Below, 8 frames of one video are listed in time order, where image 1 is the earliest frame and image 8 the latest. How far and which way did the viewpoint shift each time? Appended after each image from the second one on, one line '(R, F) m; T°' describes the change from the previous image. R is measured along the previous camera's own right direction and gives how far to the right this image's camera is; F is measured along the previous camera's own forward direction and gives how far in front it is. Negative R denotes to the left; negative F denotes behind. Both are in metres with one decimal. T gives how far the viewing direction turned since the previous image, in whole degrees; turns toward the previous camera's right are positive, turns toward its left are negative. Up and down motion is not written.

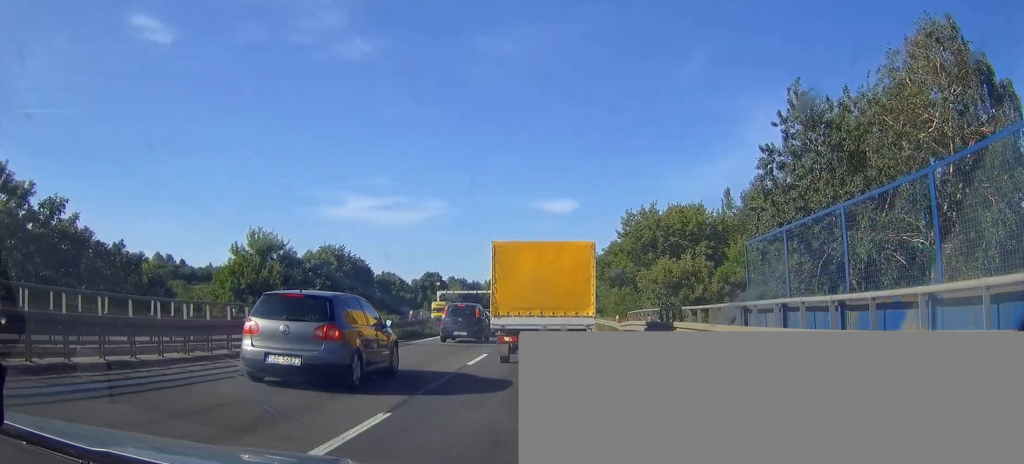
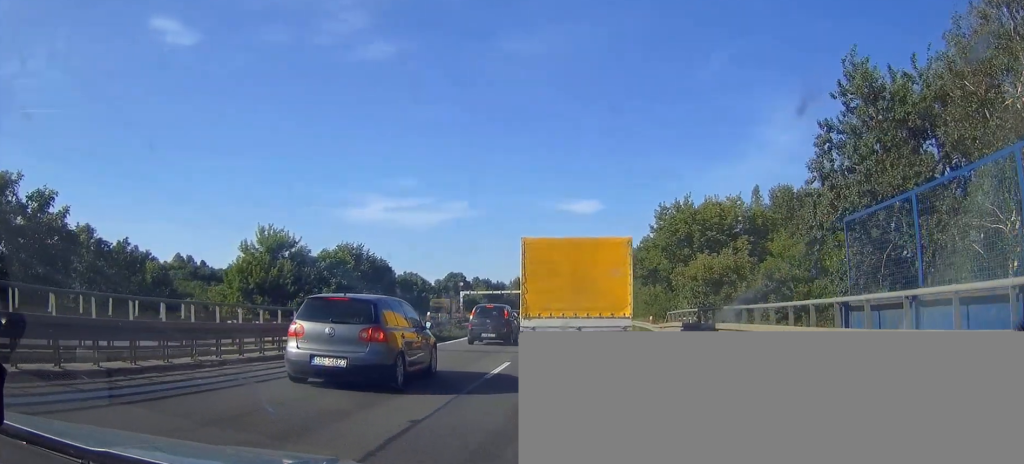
(0.0, +3.0) m; -1°
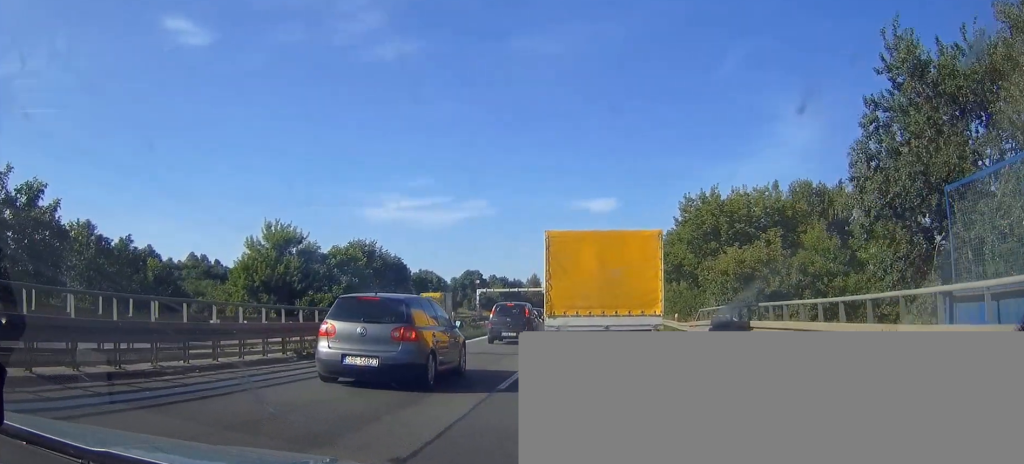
(0.0, +1.9) m; -1°
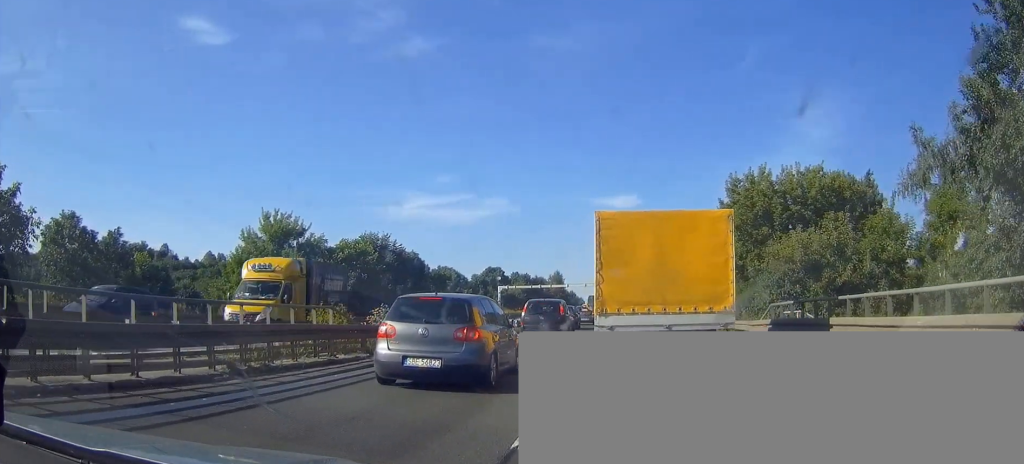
(-0.1, +4.4) m; -1°
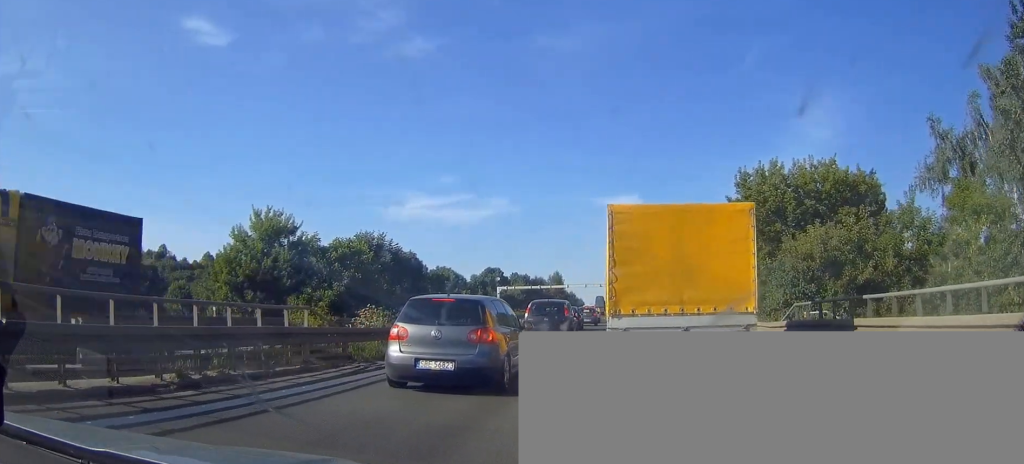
(0.0, +1.6) m; 0°
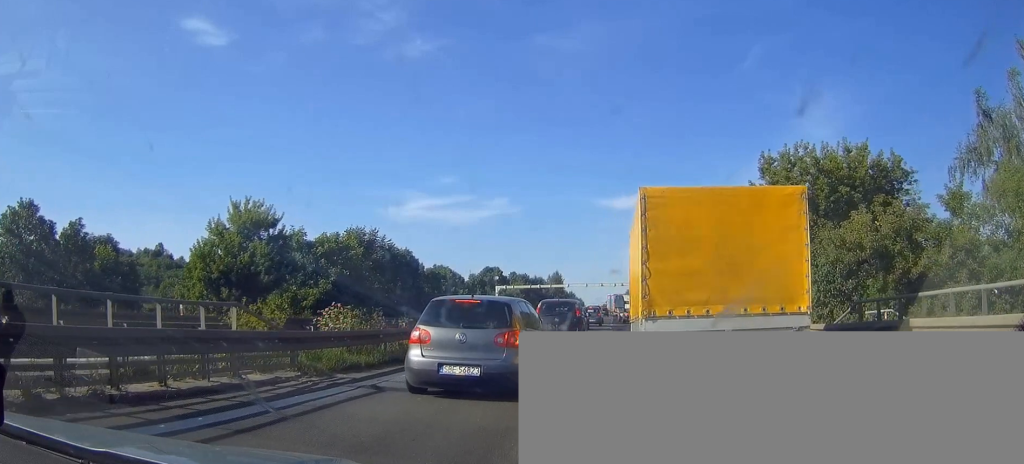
(0.0, +3.1) m; 0°
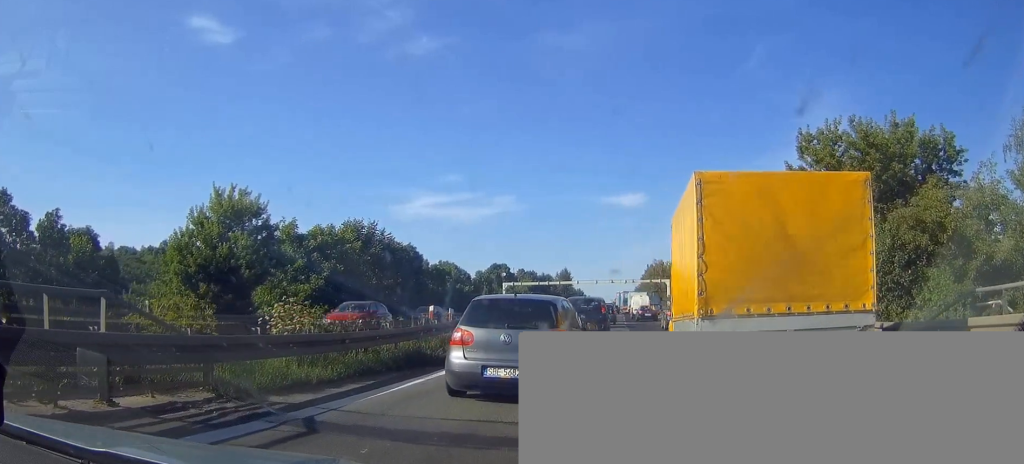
(0.0, +3.6) m; 0°
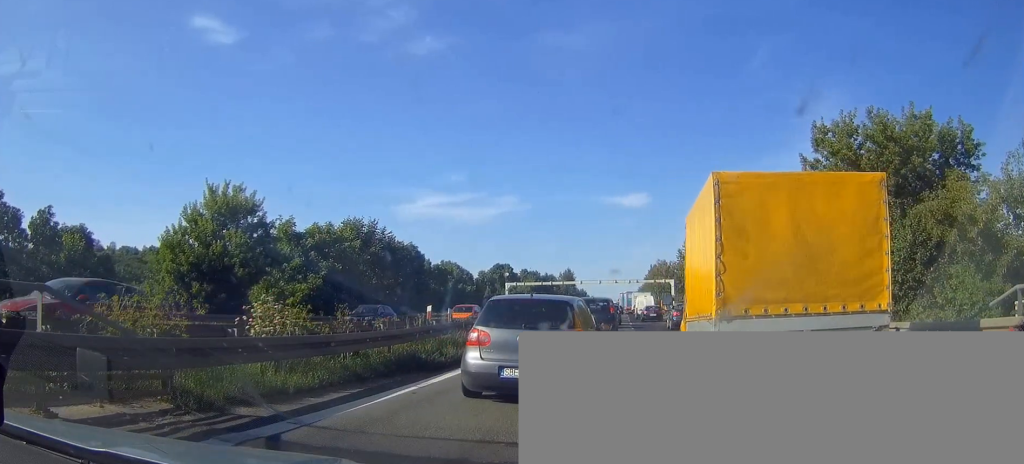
(+0.1, +1.2) m; -1°
